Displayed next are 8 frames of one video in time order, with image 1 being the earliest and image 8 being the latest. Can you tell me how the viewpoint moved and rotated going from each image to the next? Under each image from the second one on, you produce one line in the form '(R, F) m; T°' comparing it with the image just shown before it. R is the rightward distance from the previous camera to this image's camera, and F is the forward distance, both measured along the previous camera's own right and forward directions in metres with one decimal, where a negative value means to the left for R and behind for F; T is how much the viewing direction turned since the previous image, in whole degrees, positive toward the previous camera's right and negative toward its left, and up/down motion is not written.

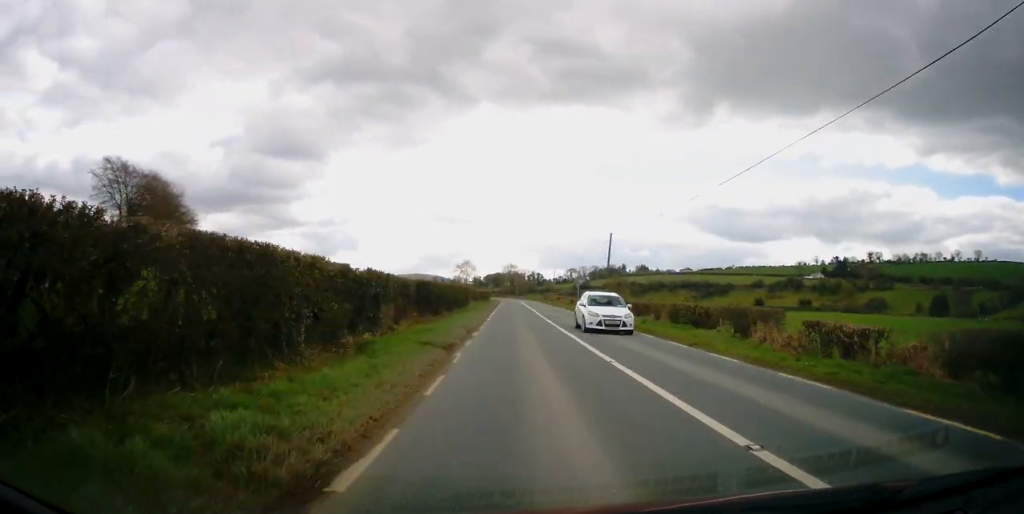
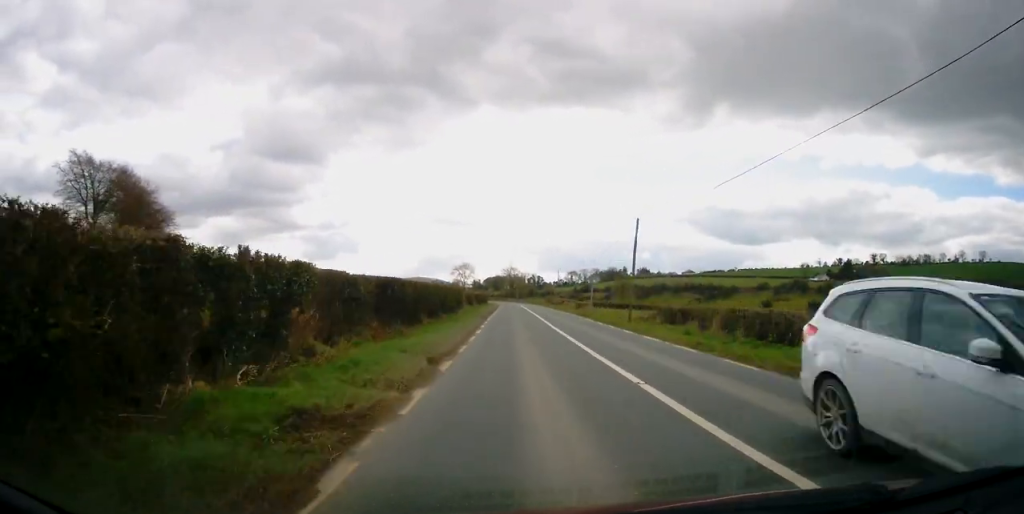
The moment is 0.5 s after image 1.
(-0.1, +9.1) m; 0°
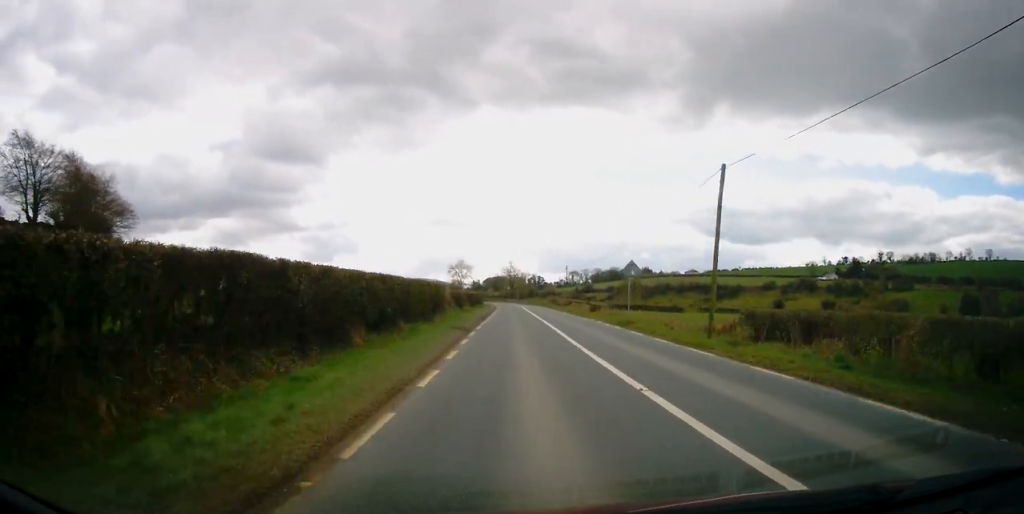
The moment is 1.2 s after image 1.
(0.0, +13.8) m; 0°
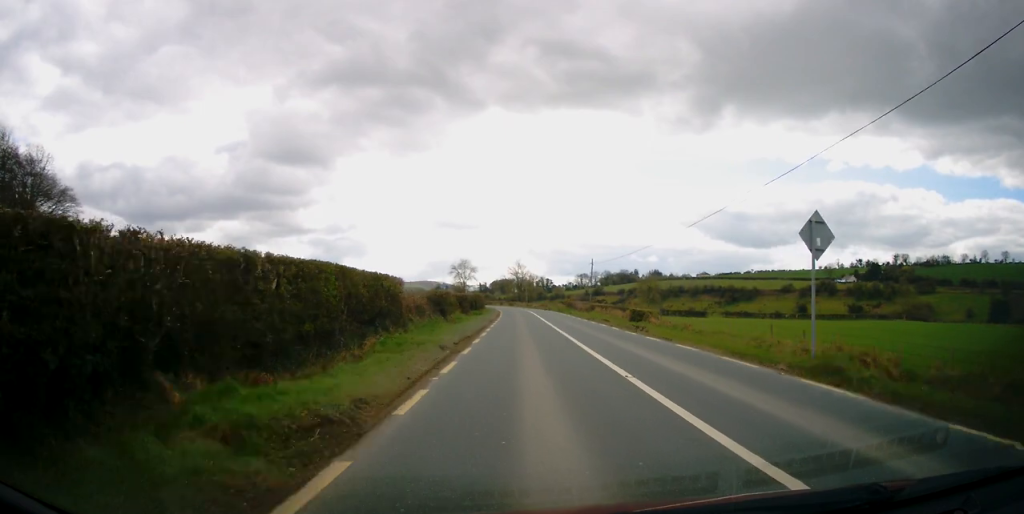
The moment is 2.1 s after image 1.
(0.0, +18.1) m; 0°
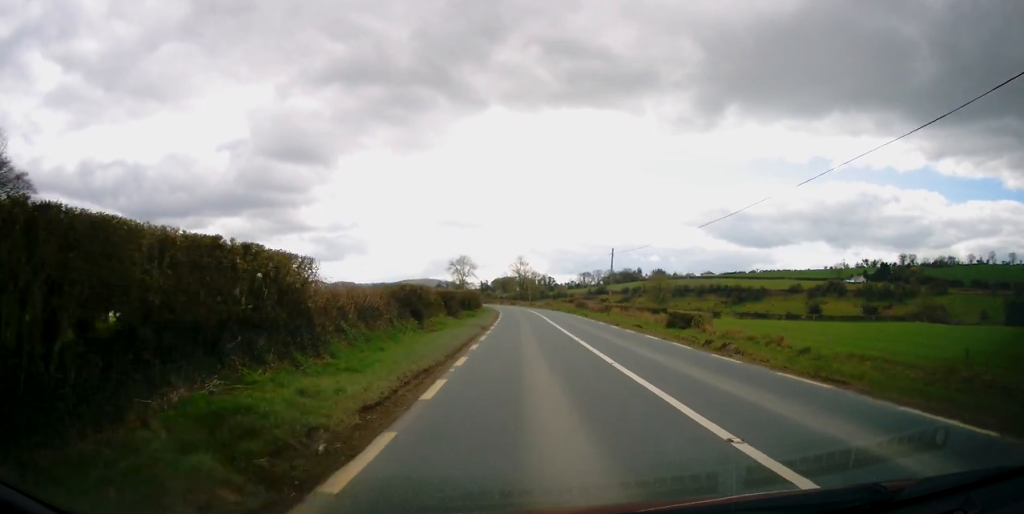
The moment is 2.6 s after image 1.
(0.0, +10.9) m; 0°
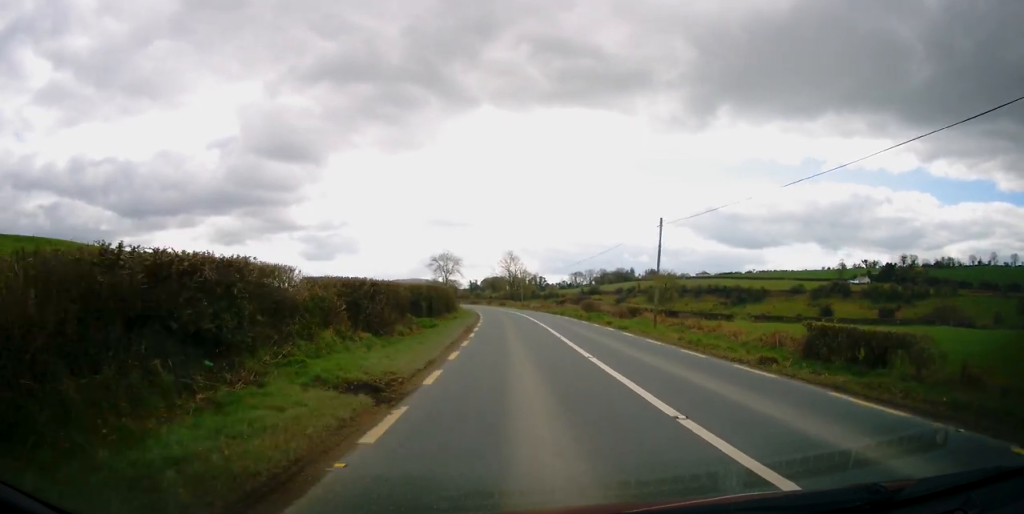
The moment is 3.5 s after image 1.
(0.0, +18.5) m; -1°
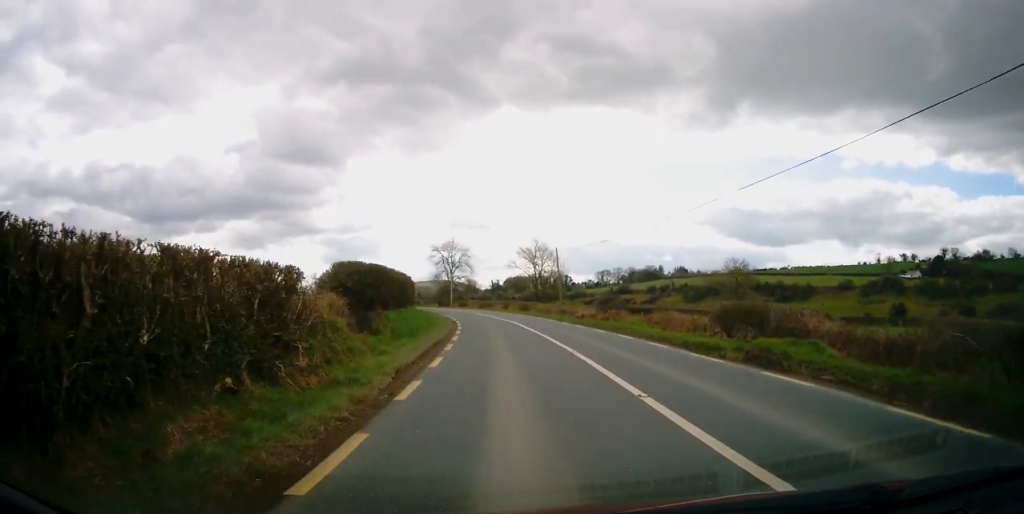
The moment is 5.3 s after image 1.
(-0.2, +37.9) m; -1°
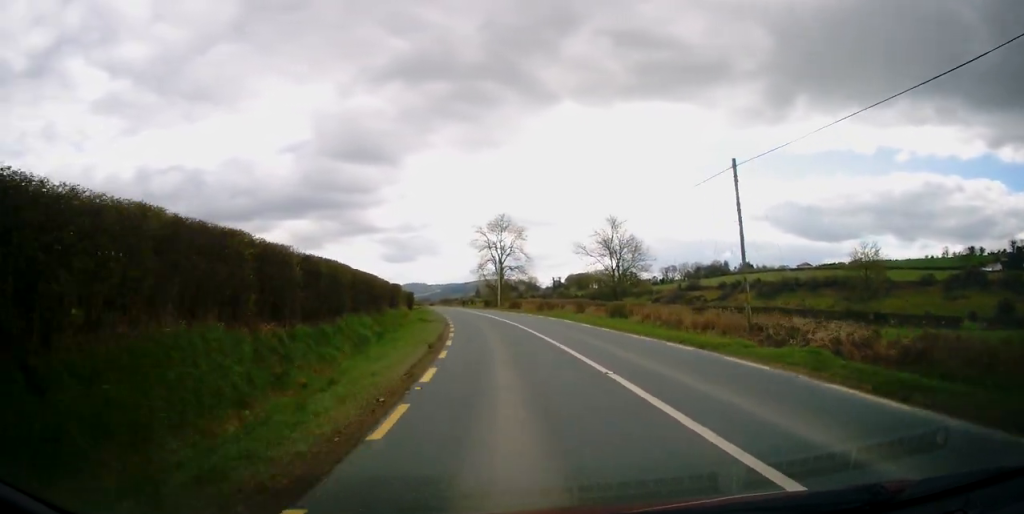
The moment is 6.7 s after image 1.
(-1.1, +30.7) m; -5°
